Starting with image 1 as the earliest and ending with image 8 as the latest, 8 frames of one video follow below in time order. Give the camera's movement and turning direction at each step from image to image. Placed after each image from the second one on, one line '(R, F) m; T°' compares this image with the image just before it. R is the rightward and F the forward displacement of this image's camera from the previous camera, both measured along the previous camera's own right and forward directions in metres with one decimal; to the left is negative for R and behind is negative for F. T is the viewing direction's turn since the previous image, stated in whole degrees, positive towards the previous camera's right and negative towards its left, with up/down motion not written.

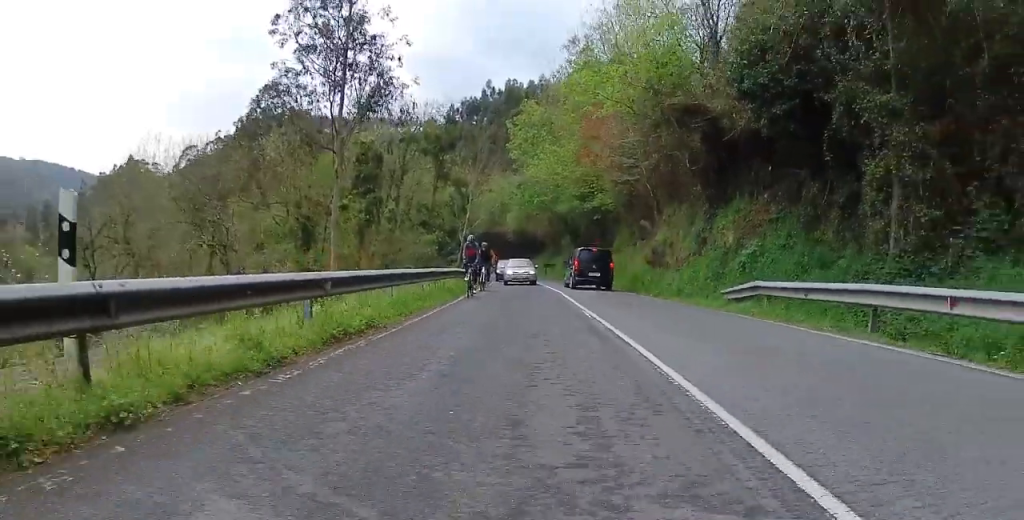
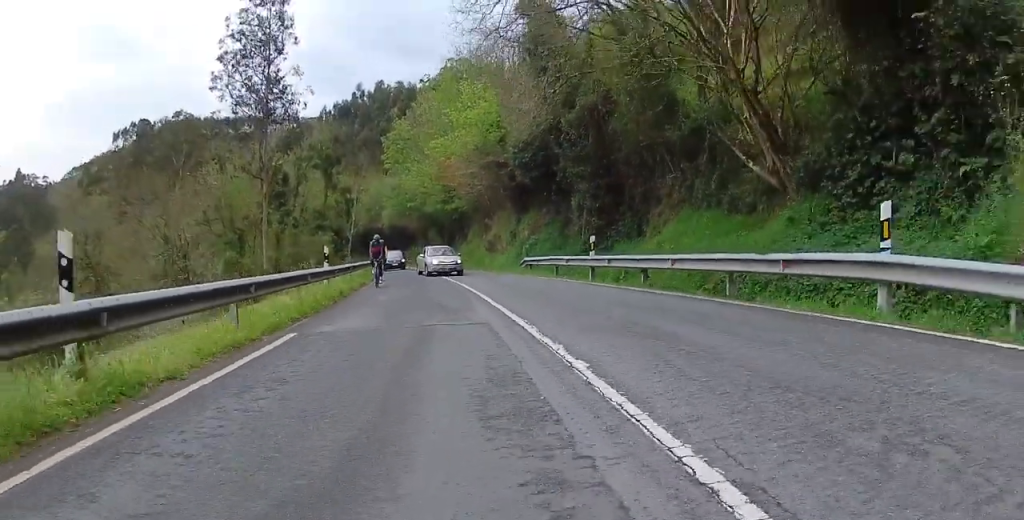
(+0.9, +14.0) m; +10°
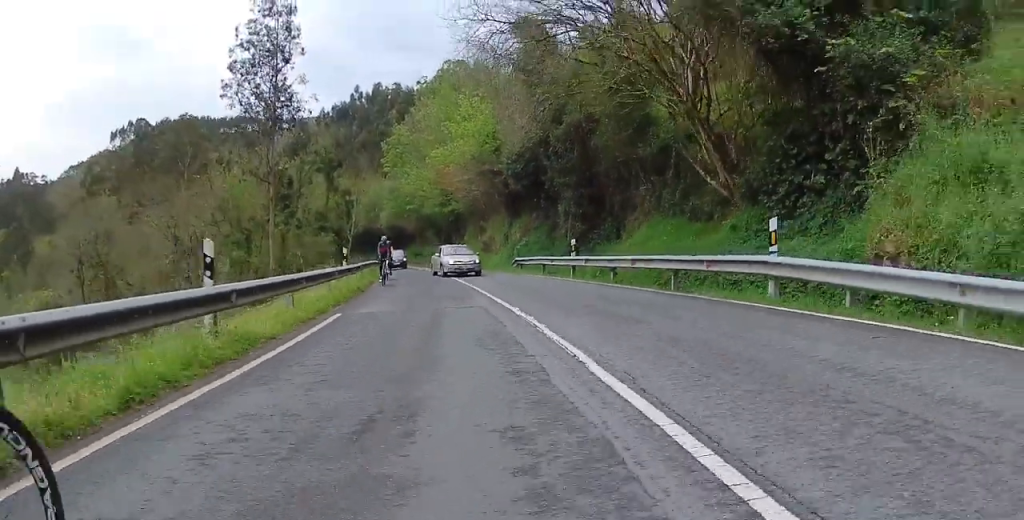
(0.0, +2.9) m; 0°
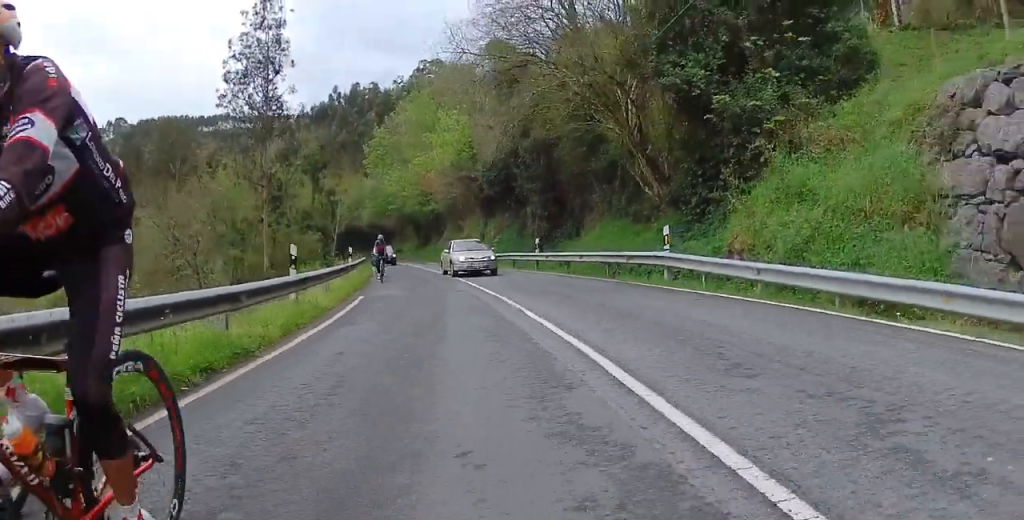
(0.0, +4.4) m; +2°
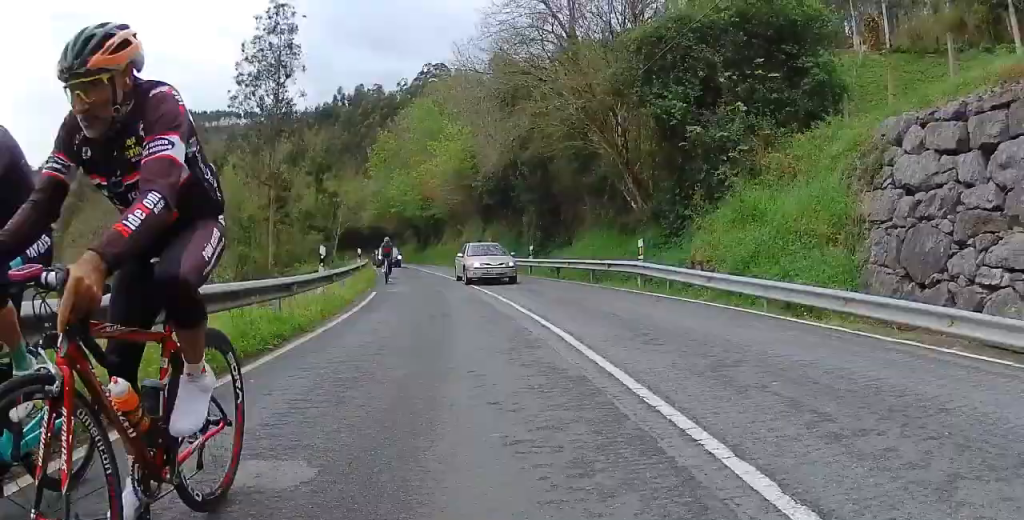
(-0.1, +2.3) m; +1°
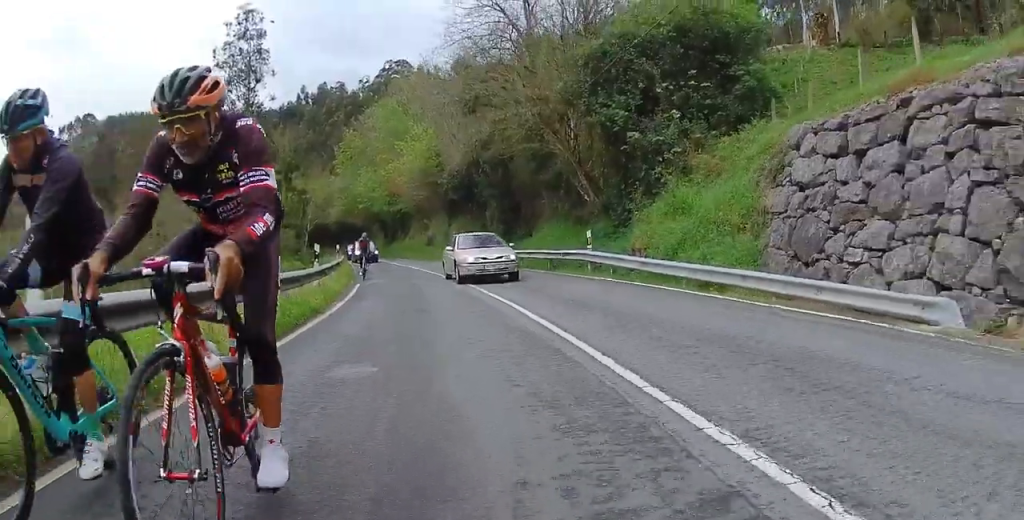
(+0.1, +2.4) m; 0°
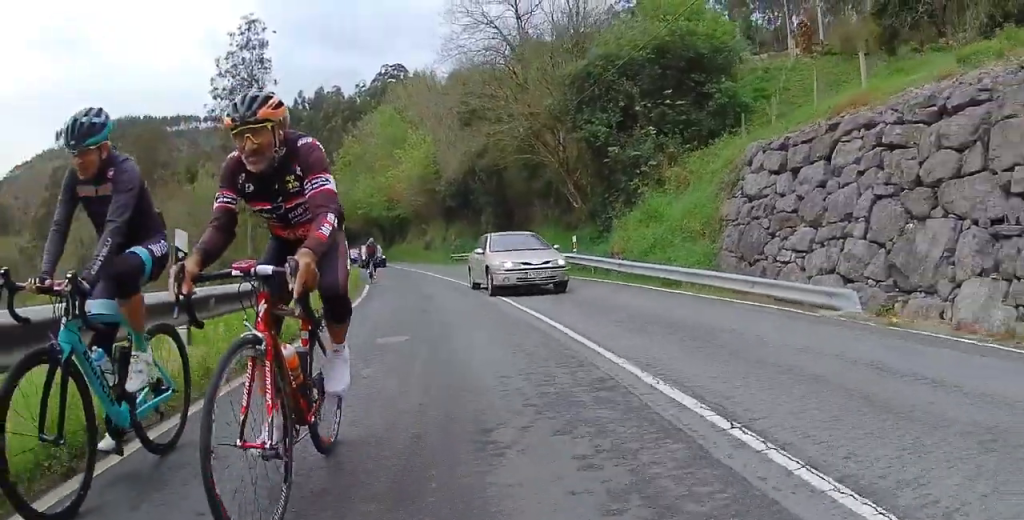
(+0.1, +2.3) m; 0°
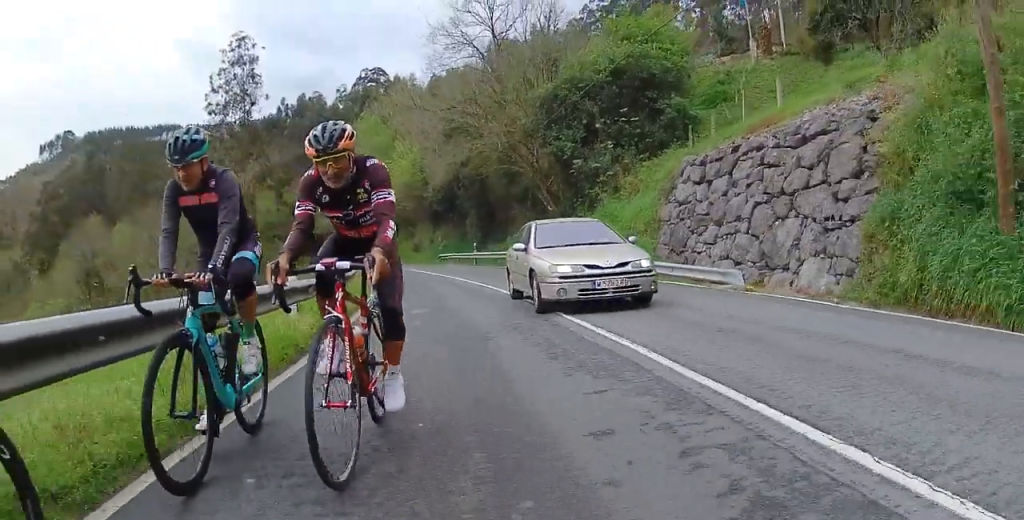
(-0.2, +4.0) m; +4°
